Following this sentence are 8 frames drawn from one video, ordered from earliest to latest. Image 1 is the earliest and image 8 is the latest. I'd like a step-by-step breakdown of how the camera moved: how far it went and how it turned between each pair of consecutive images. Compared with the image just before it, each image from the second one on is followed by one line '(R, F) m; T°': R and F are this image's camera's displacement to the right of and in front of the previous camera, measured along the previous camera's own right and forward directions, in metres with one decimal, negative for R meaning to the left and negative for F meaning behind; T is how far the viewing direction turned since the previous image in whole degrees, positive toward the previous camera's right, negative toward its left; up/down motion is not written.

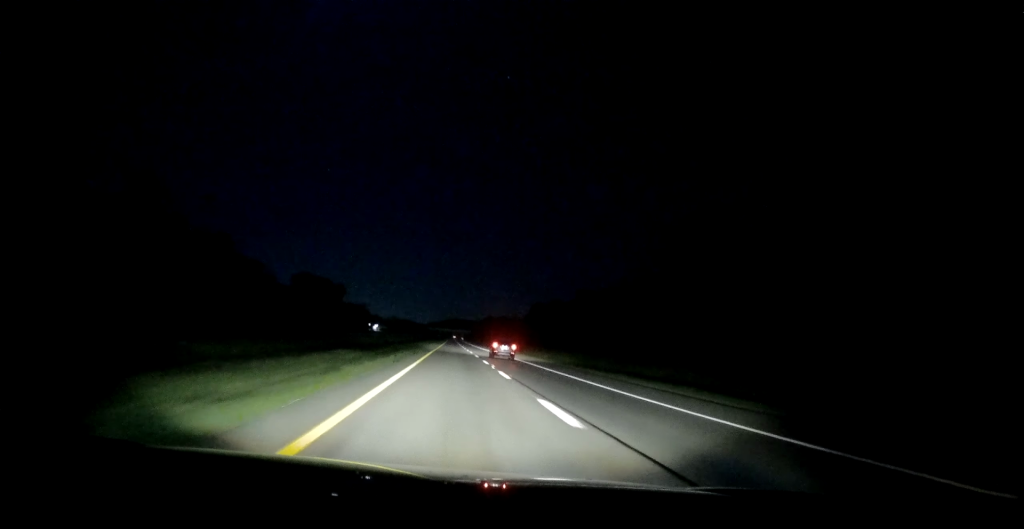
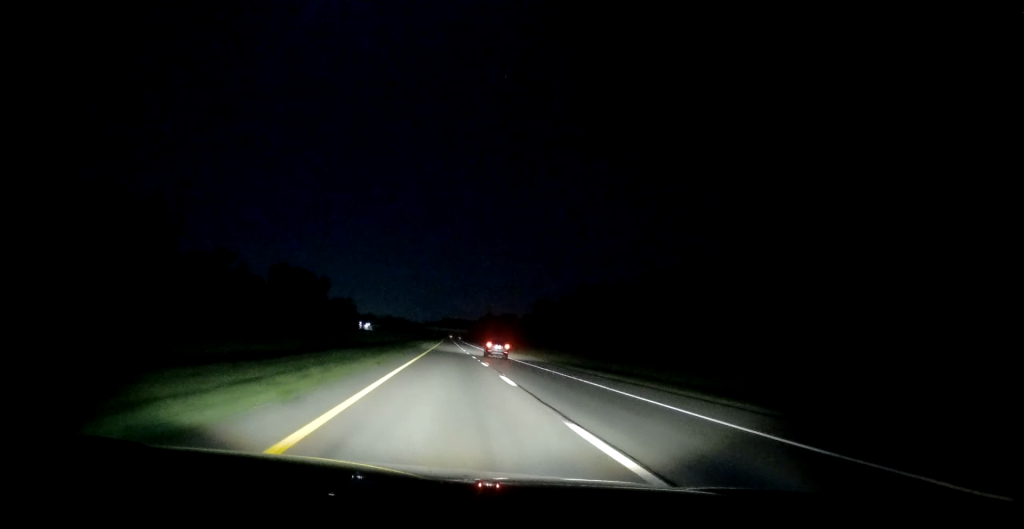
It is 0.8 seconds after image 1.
(+0.2, +28.2) m; +1°
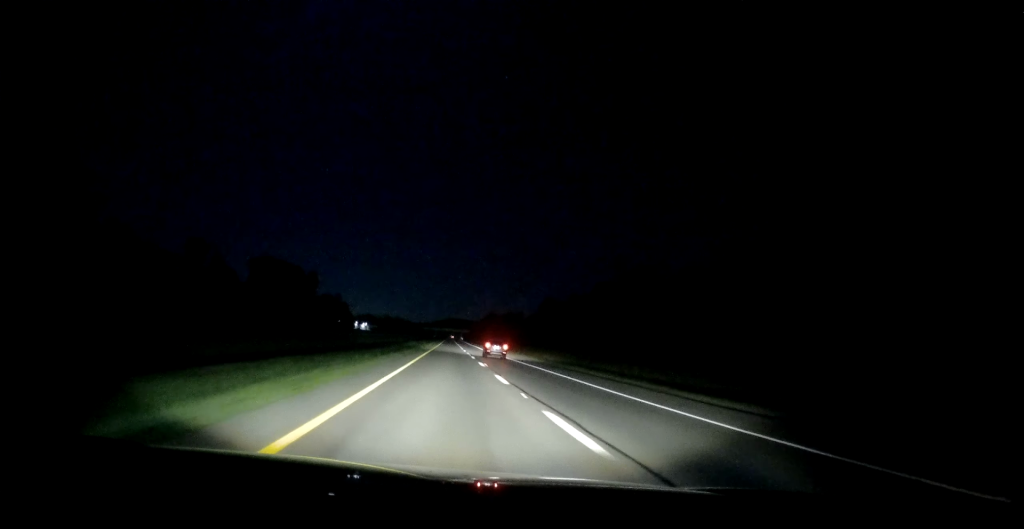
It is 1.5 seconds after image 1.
(+0.1, +22.7) m; 0°
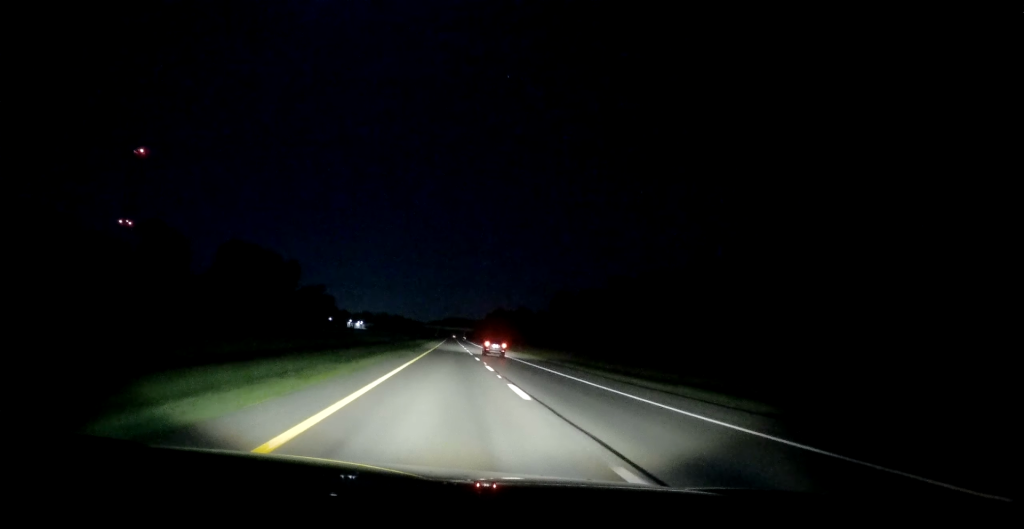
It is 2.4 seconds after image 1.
(+0.1, +29.5) m; 0°
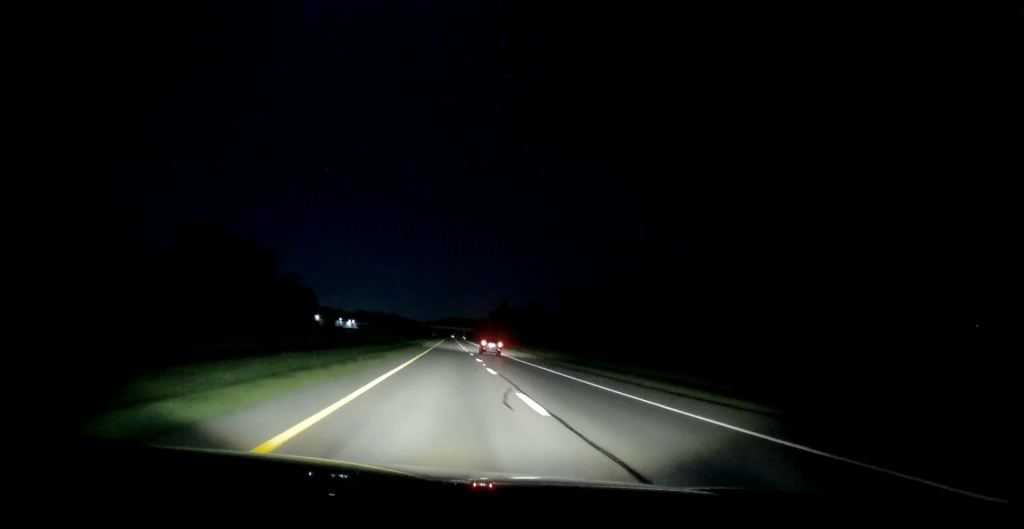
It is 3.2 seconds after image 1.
(-0.2, +27.2) m; 0°
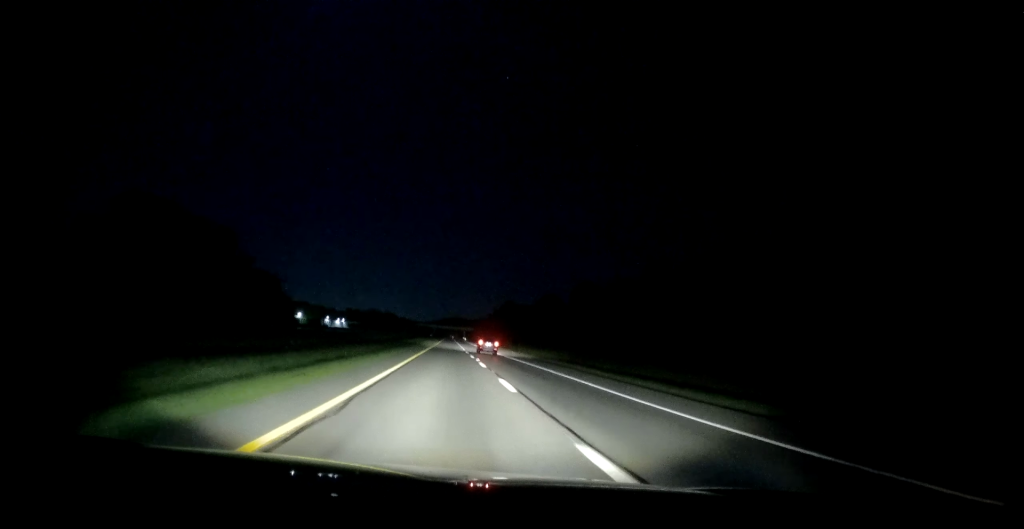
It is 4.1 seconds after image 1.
(+0.3, +31.8) m; 0°
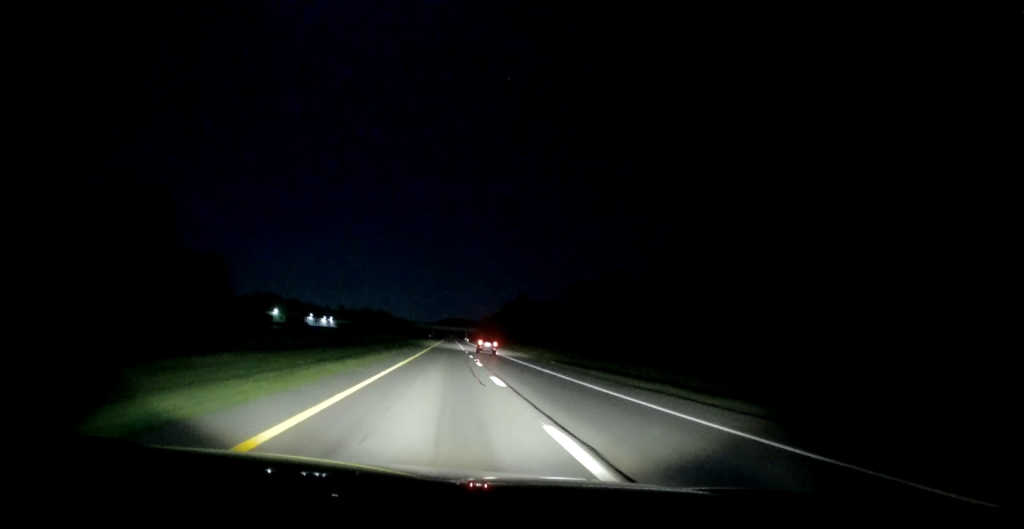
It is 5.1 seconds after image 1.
(-0.1, +35.2) m; -1°
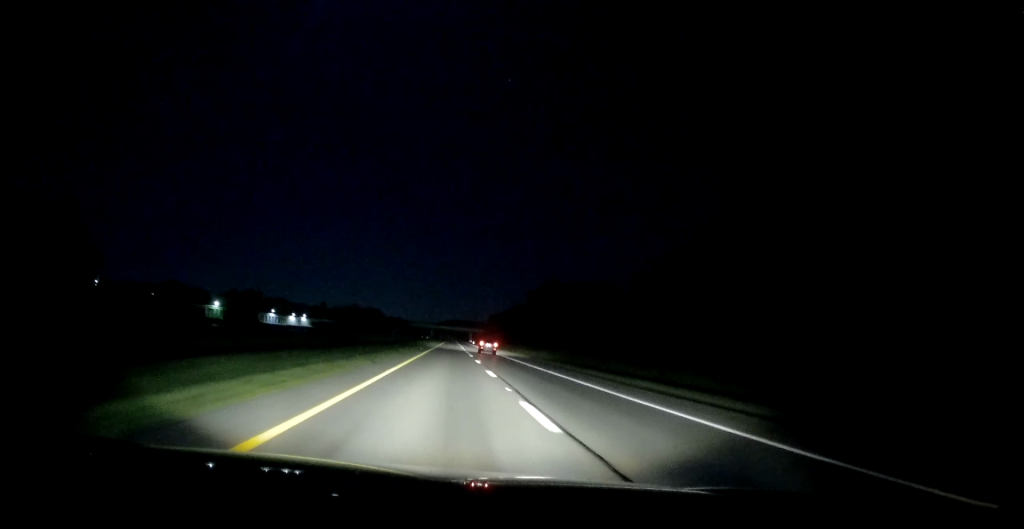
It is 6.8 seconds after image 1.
(-0.3, +57.6) m; 0°
